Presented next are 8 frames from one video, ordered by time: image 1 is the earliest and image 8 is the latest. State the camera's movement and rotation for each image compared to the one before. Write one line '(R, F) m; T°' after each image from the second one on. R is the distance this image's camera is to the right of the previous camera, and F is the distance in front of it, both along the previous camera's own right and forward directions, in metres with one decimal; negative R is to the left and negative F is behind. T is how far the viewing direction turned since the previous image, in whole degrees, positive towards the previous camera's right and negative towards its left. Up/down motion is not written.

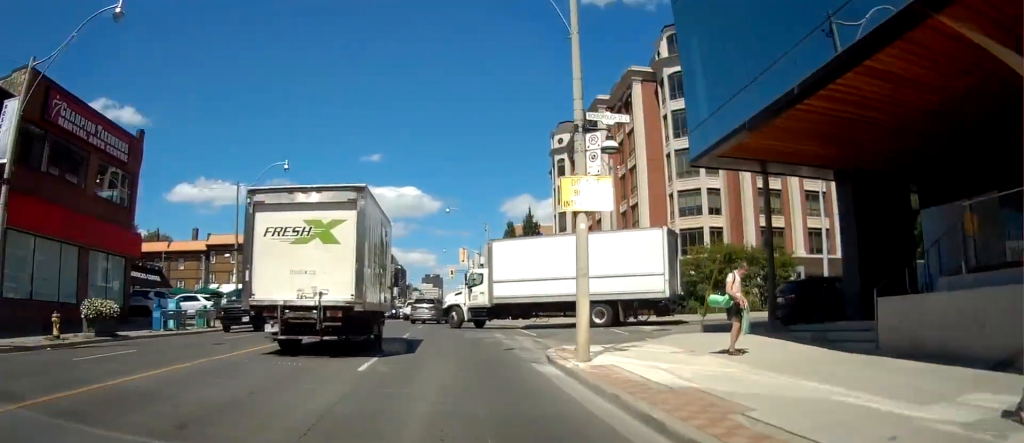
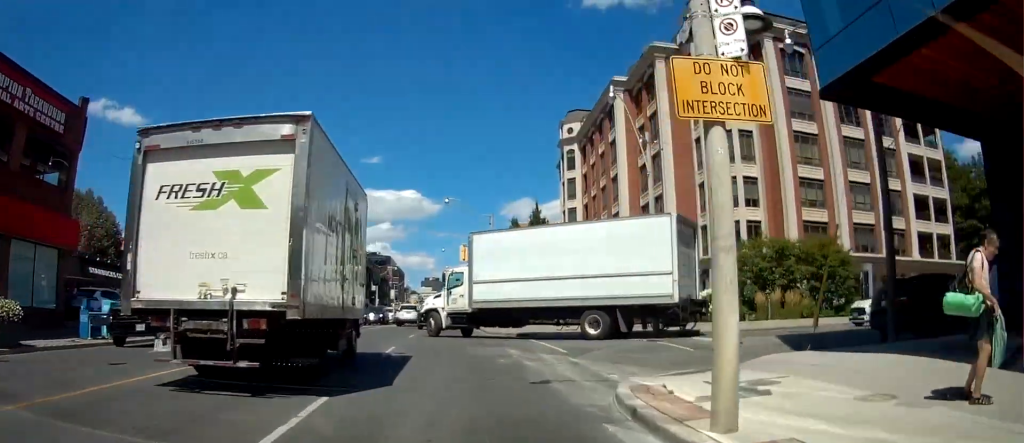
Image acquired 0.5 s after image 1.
(0.0, +5.5) m; -1°
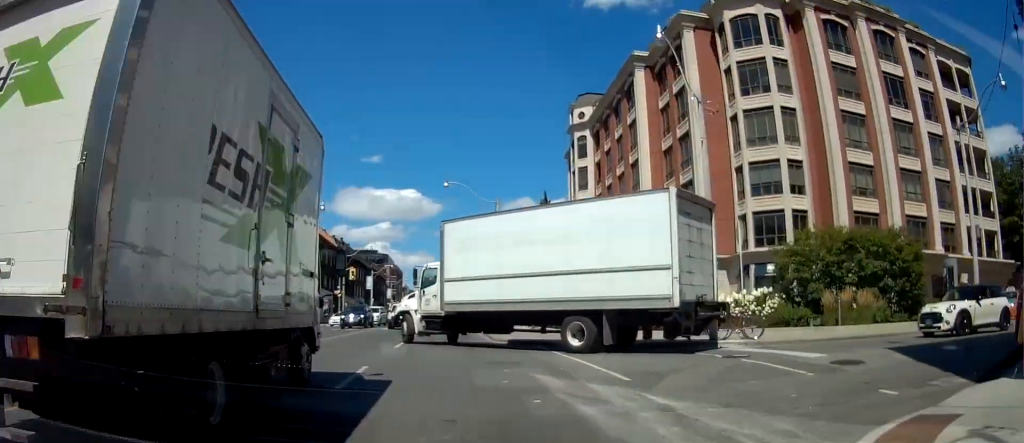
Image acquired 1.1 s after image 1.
(-0.1, +5.1) m; 0°
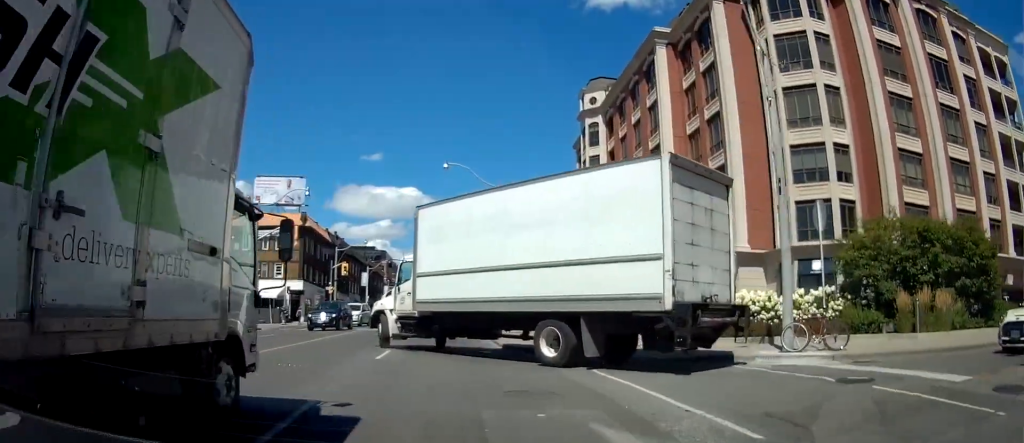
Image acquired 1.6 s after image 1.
(0.0, +4.5) m; 0°
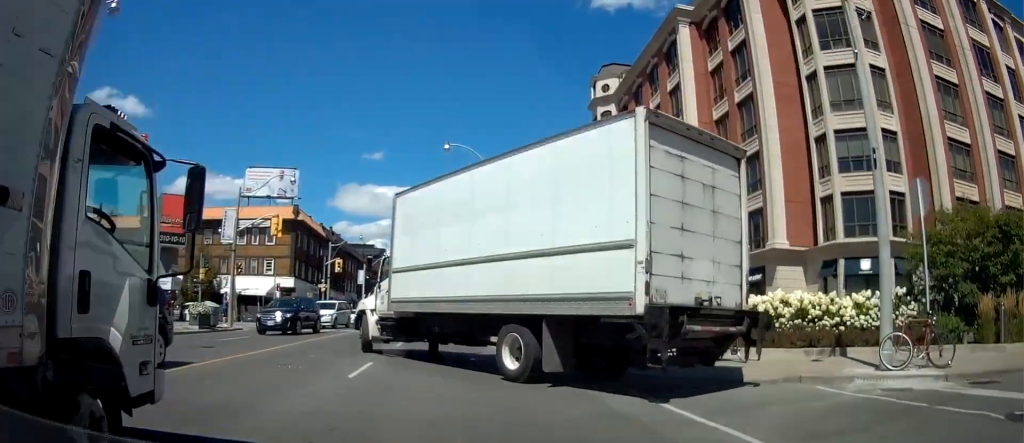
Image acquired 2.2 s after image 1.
(+0.1, +3.8) m; 0°
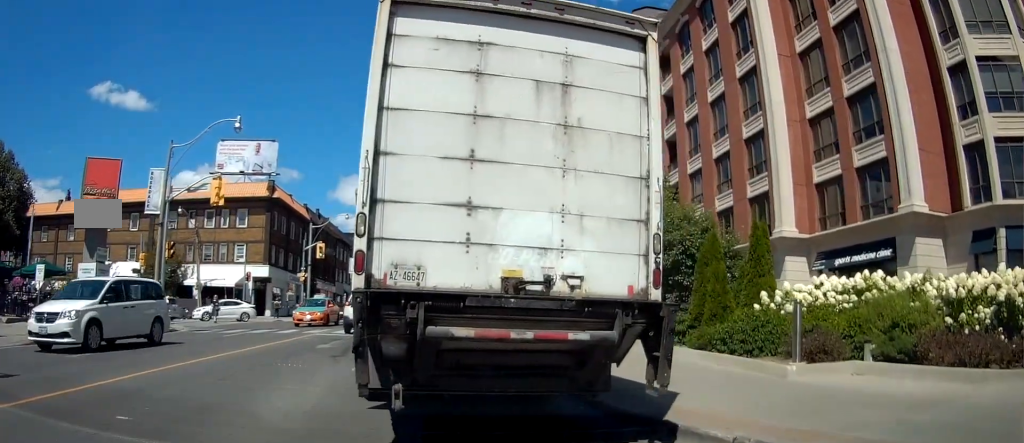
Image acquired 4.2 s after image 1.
(-0.2, +10.5) m; +1°
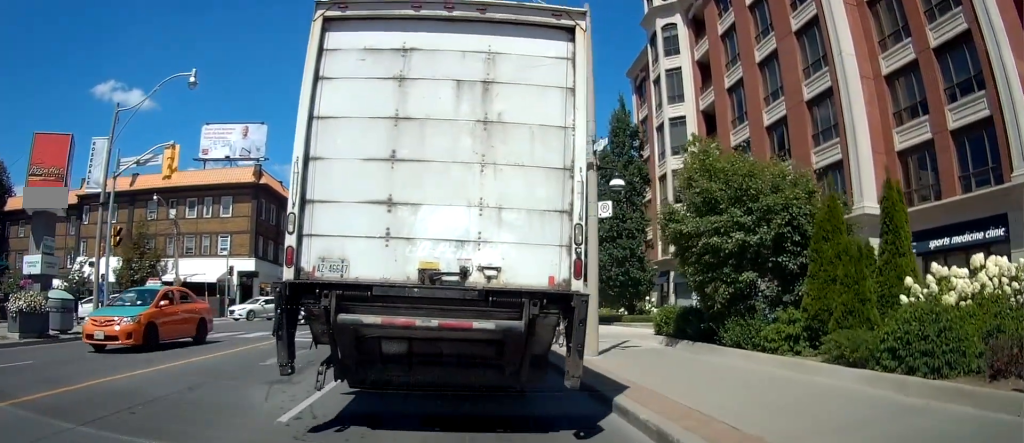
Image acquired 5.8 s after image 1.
(+0.2, +5.3) m; +2°
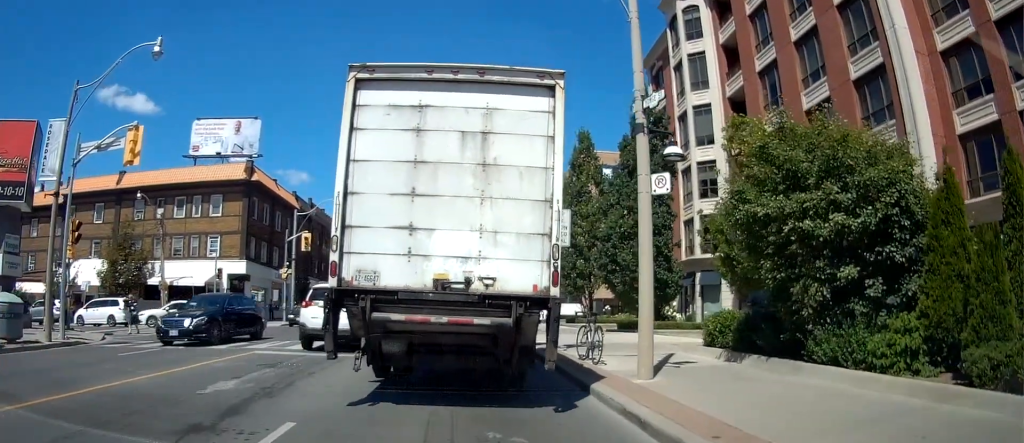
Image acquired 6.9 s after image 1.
(-0.1, +3.3) m; -2°
